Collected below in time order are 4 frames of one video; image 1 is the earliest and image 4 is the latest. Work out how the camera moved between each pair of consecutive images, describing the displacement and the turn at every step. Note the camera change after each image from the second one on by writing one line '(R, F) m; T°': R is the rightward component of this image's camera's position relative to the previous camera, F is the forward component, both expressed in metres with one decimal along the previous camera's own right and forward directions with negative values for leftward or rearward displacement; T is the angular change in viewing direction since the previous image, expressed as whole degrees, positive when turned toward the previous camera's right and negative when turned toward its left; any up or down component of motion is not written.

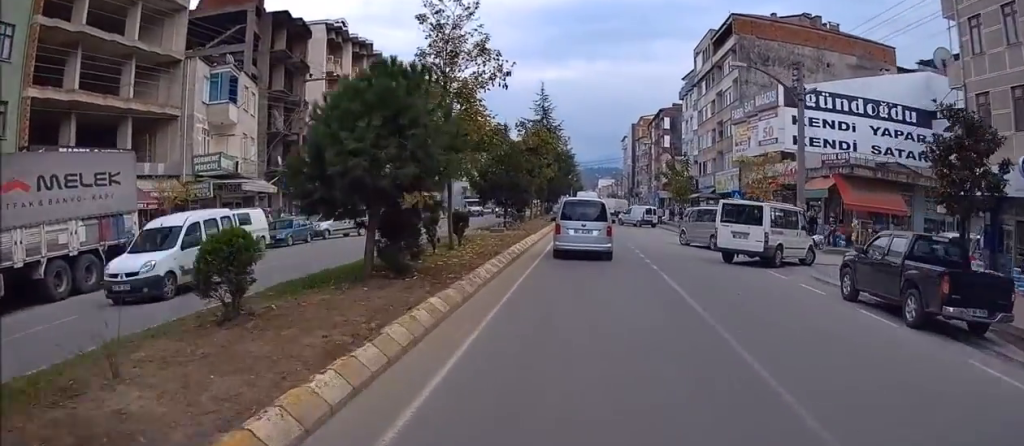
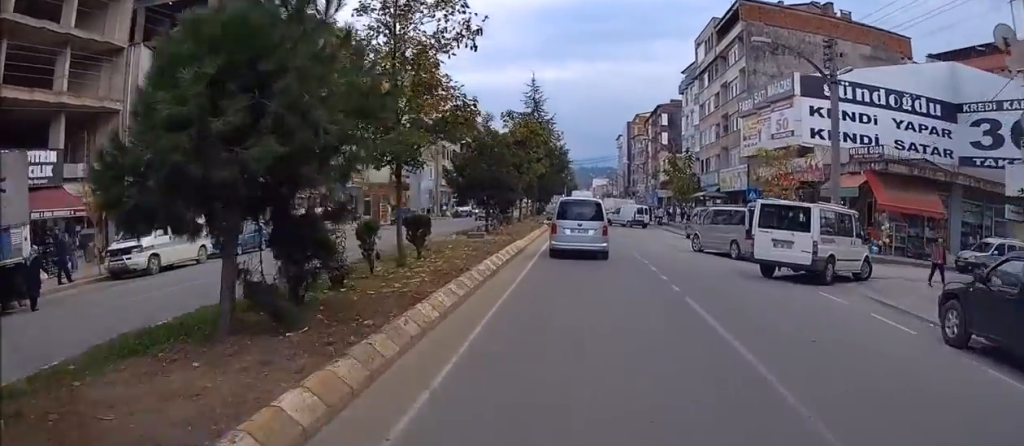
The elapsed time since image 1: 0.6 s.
(+0.1, +4.8) m; +1°
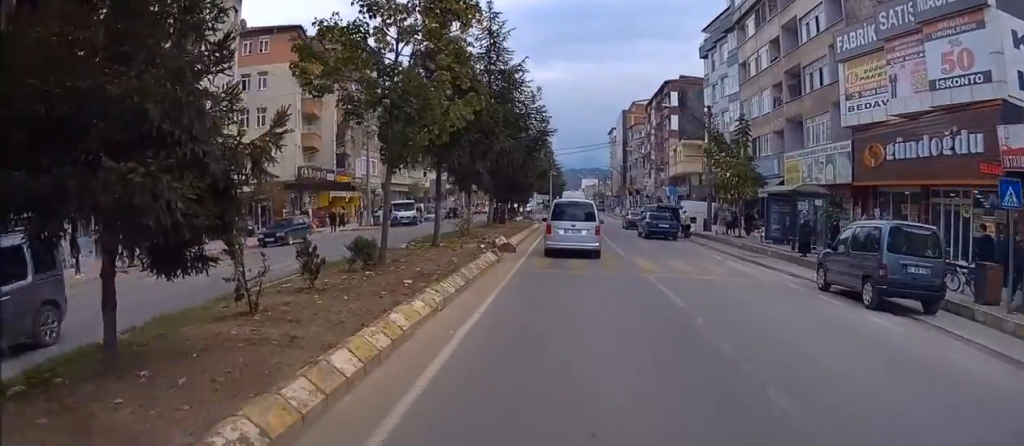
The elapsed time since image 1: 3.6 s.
(-0.3, +22.7) m; -2°
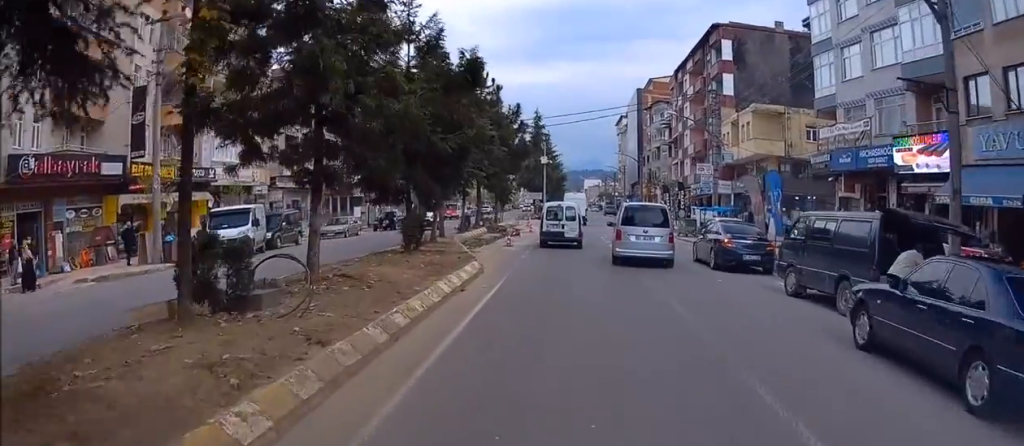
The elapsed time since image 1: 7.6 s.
(+1.1, +30.5) m; +4°
